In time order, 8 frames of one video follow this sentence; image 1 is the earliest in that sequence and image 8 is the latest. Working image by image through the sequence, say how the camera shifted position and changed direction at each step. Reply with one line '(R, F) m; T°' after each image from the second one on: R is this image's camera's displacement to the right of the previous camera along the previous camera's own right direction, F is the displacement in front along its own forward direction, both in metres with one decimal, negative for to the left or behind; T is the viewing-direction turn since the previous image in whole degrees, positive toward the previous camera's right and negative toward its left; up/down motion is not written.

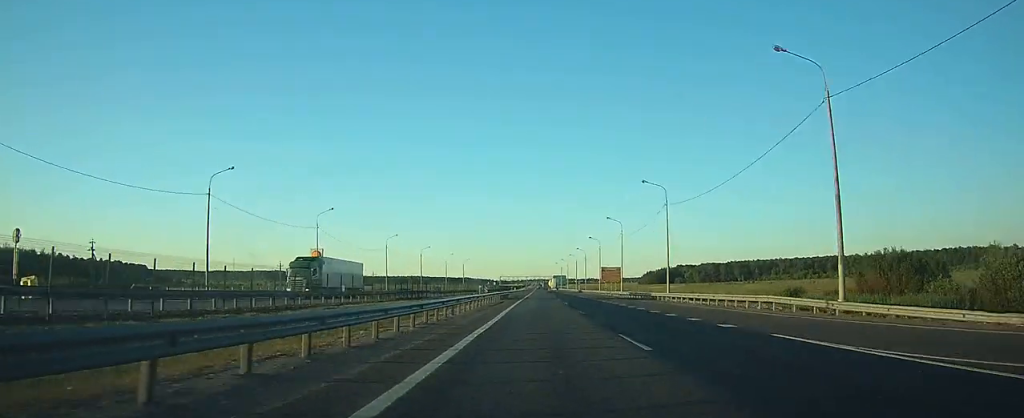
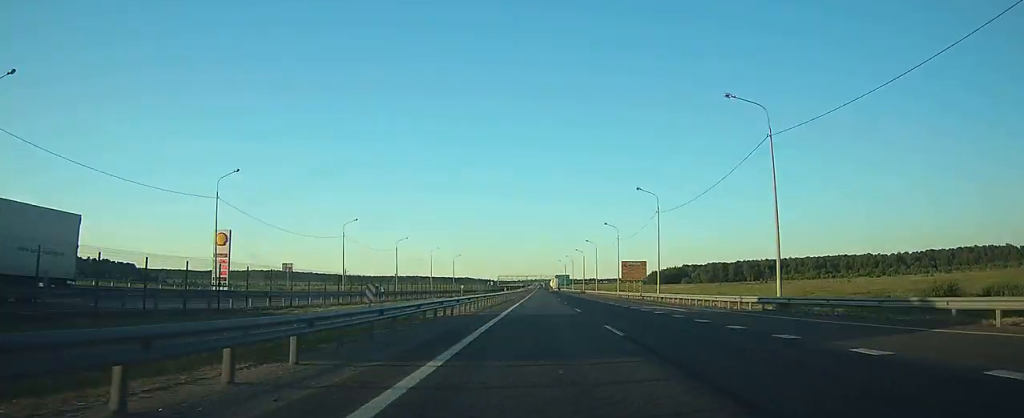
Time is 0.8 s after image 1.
(0.0, +28.4) m; 0°
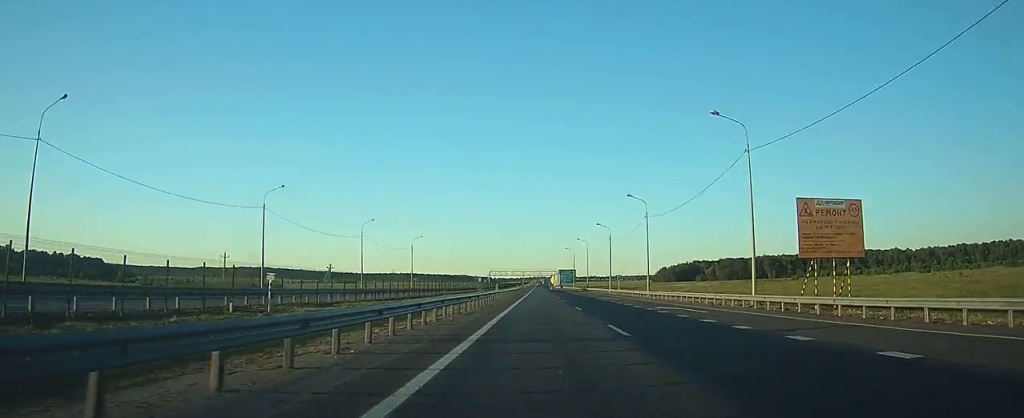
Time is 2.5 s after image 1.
(-0.1, +64.4) m; 0°
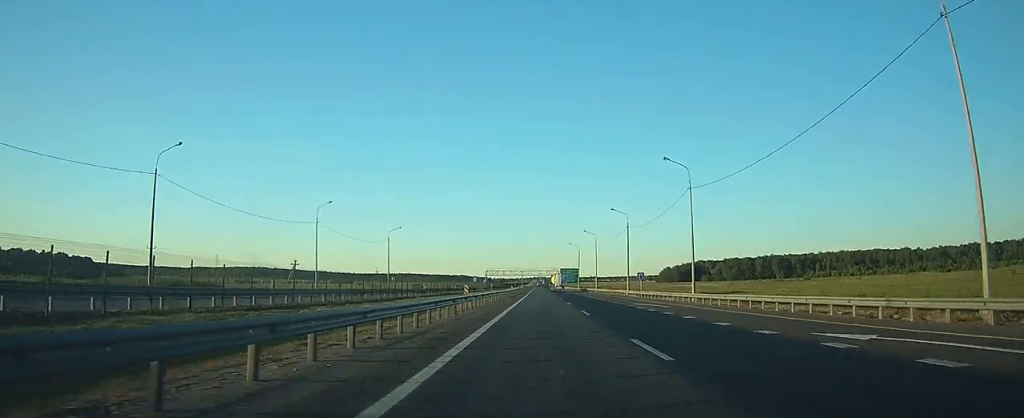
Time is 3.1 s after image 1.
(0.0, +21.1) m; 0°
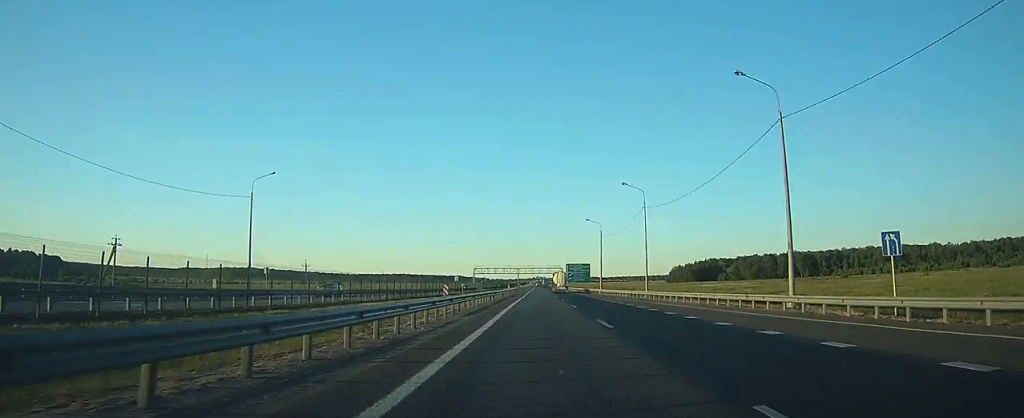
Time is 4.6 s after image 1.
(+0.1, +55.9) m; 0°
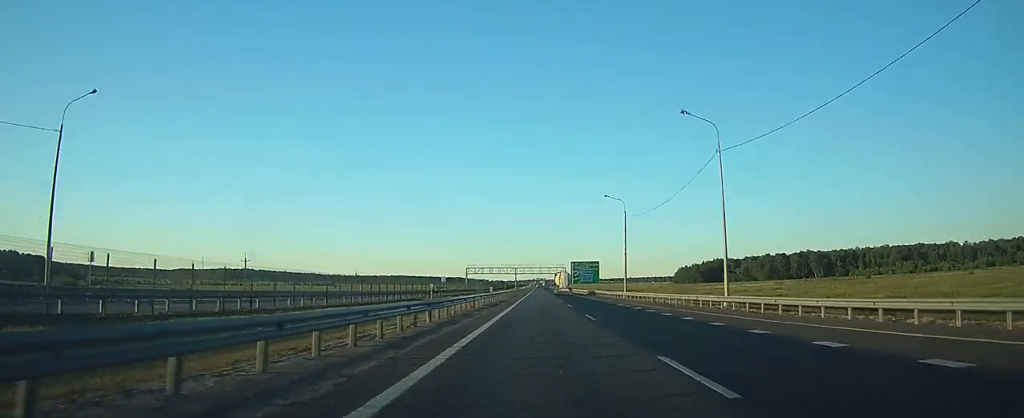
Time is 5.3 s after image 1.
(0.0, +27.4) m; 0°
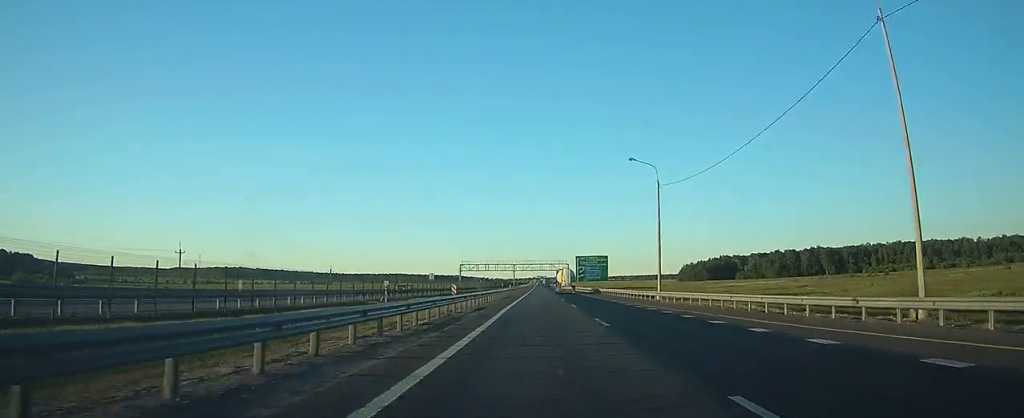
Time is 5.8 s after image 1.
(0.0, +19.9) m; 0°
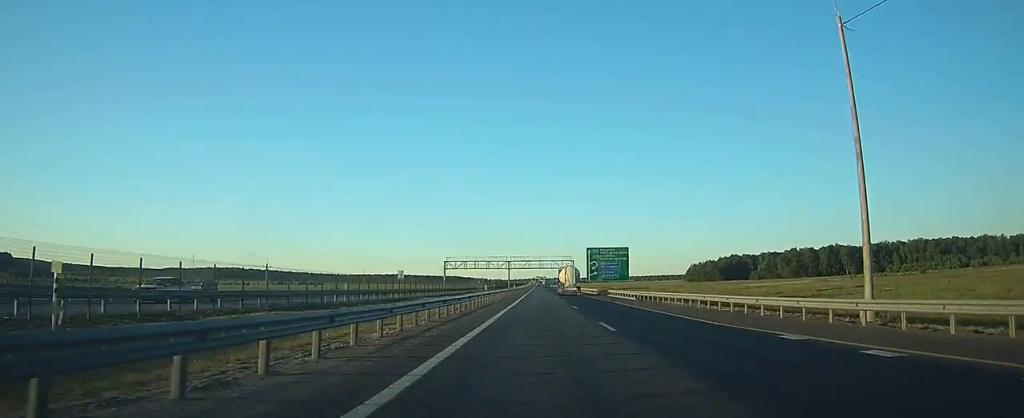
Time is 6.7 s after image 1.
(0.0, +33.6) m; 0°
